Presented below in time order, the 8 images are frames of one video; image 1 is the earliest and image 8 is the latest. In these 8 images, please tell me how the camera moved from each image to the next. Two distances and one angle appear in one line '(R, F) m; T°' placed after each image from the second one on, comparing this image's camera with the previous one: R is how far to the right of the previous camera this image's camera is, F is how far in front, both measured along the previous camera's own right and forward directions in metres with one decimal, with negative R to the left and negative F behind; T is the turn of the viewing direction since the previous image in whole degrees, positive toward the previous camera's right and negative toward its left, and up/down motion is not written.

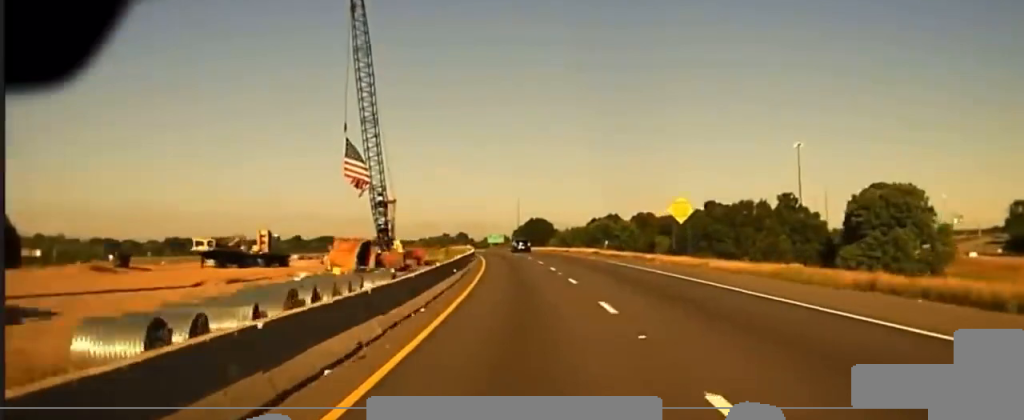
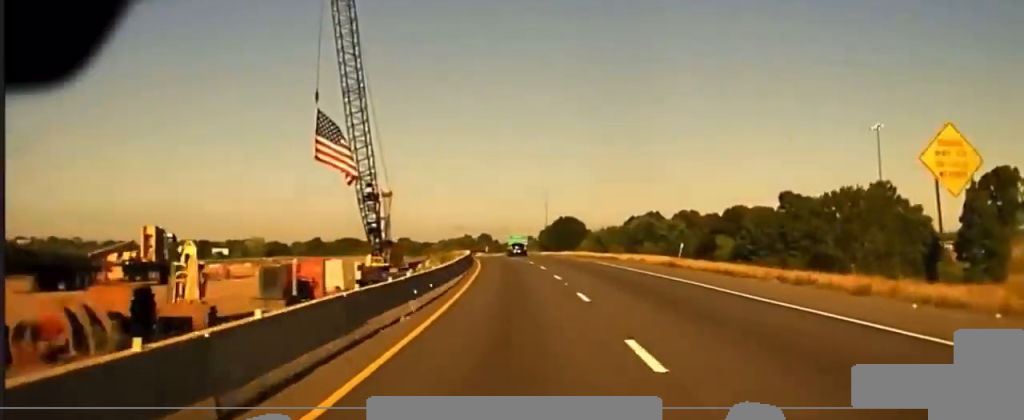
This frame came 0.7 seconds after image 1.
(-0.7, +31.6) m; -2°
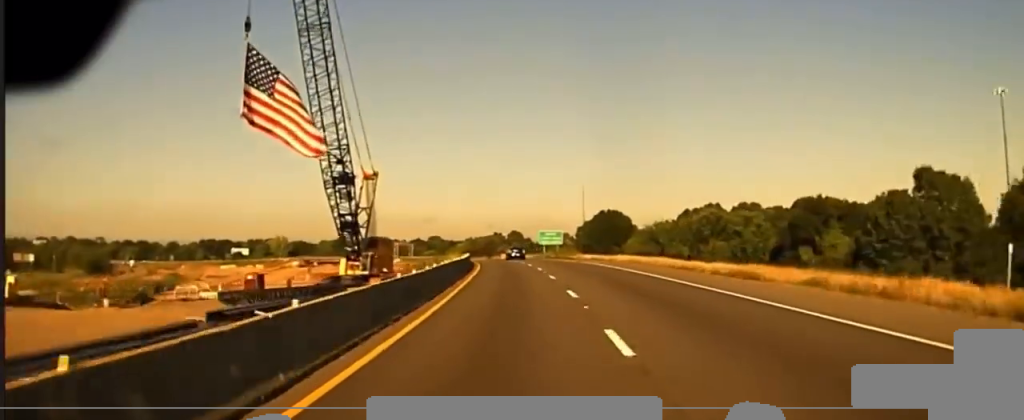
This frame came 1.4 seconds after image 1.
(-0.5, +34.7) m; -2°
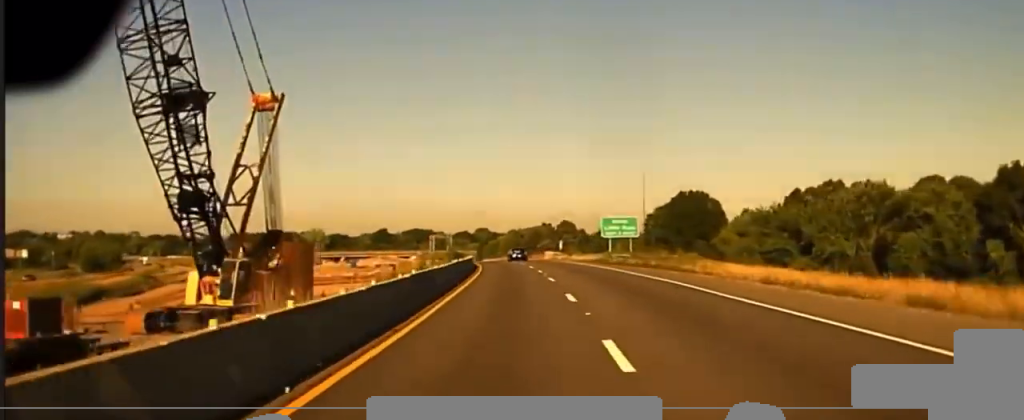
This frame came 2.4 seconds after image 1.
(-1.3, +48.8) m; -3°
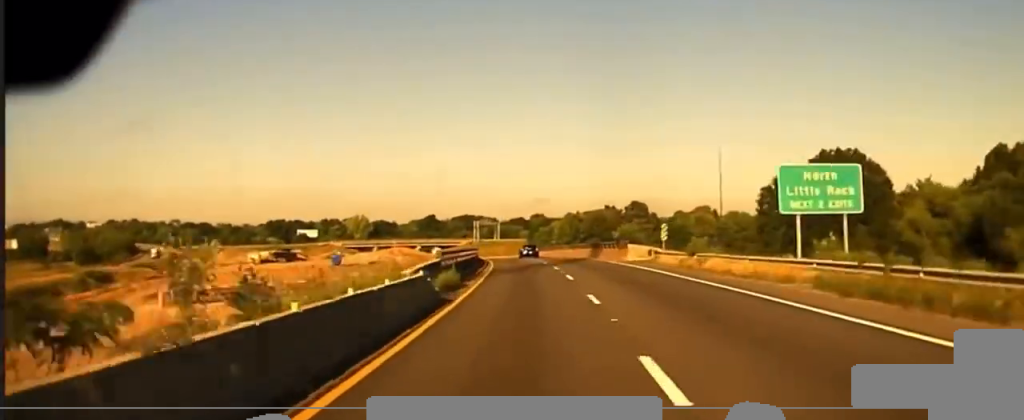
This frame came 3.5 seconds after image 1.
(-1.5, +48.6) m; -4°
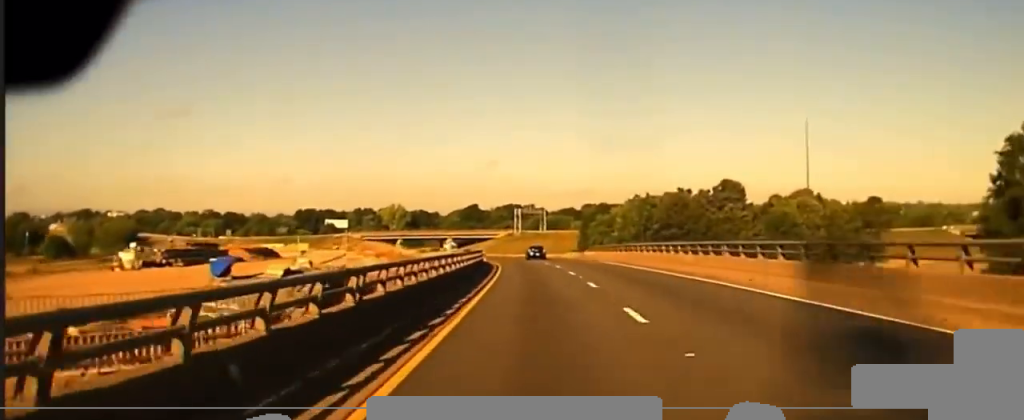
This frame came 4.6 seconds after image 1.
(-1.7, +53.1) m; -3°
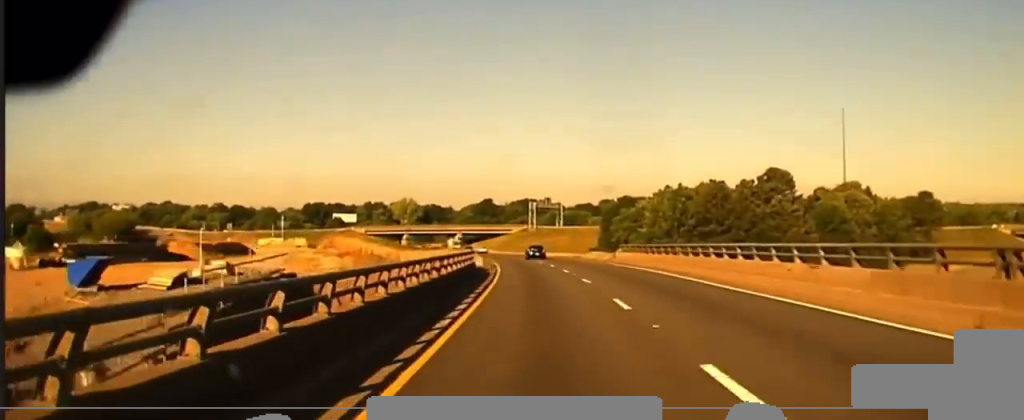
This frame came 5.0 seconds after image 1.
(+0.3, +20.3) m; -1°
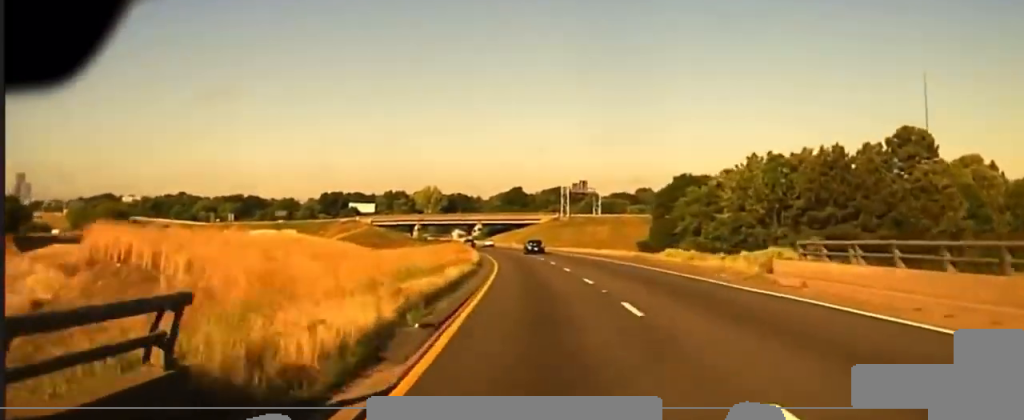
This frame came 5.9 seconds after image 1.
(-1.2, +38.7) m; -3°
